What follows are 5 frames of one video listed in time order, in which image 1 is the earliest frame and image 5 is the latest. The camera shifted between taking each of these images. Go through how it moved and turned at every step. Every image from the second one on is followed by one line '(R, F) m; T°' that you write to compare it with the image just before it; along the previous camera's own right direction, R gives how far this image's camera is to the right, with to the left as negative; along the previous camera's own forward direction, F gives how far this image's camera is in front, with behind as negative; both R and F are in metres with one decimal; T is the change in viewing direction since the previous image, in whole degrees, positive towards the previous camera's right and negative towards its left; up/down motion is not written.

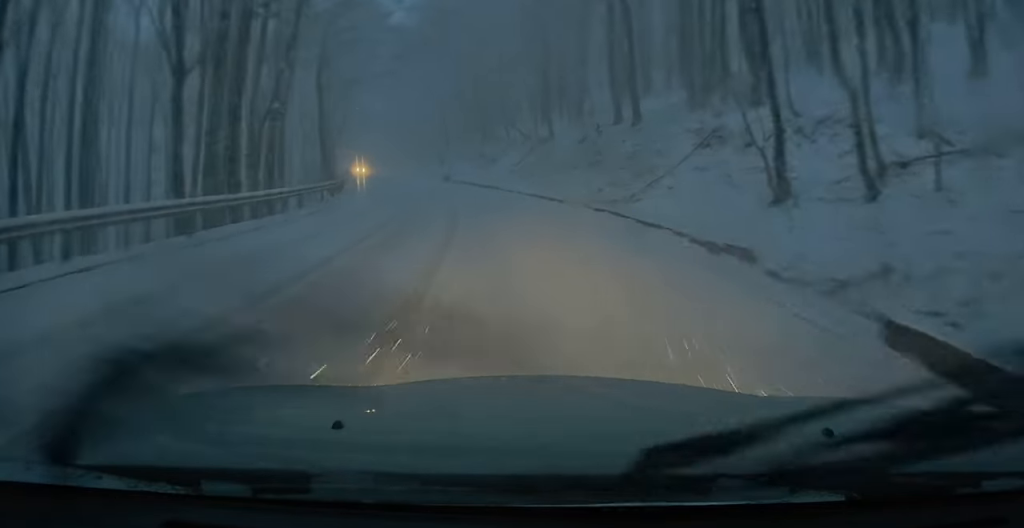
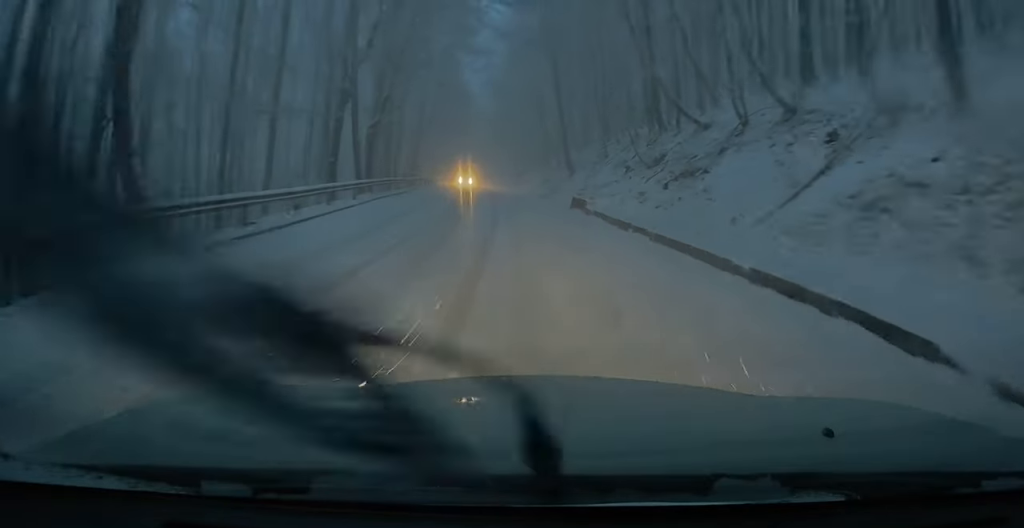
(-3.8, +26.2) m; -11°
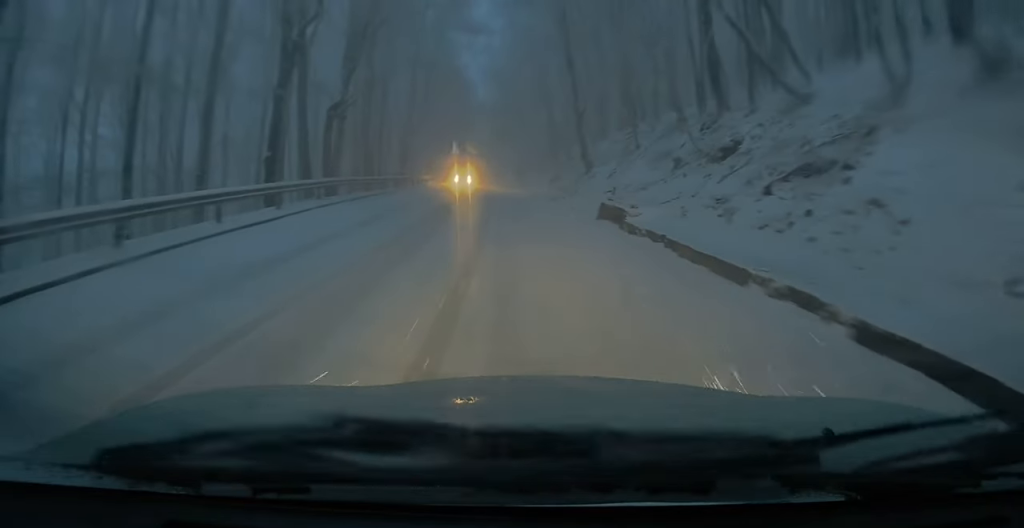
(-0.4, +7.4) m; -3°
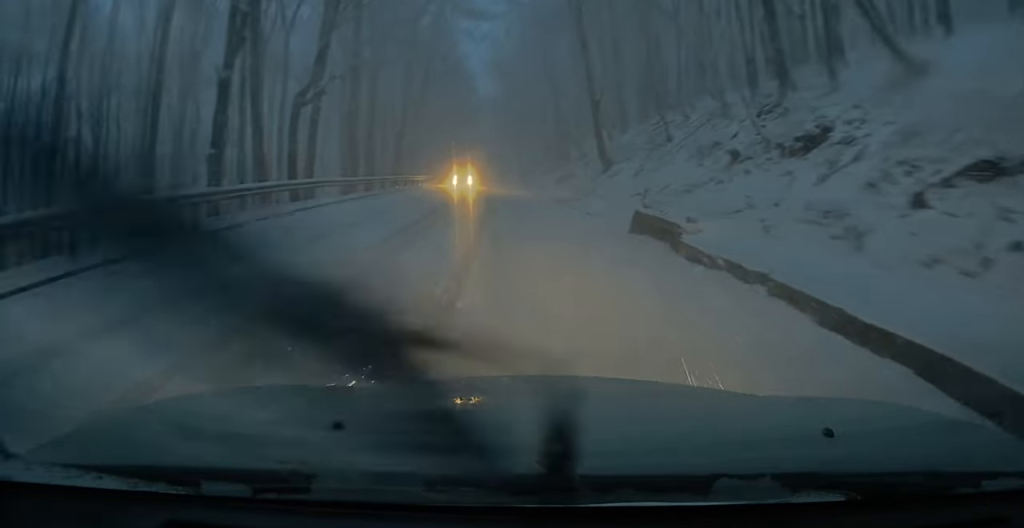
(-0.3, +4.4) m; 0°
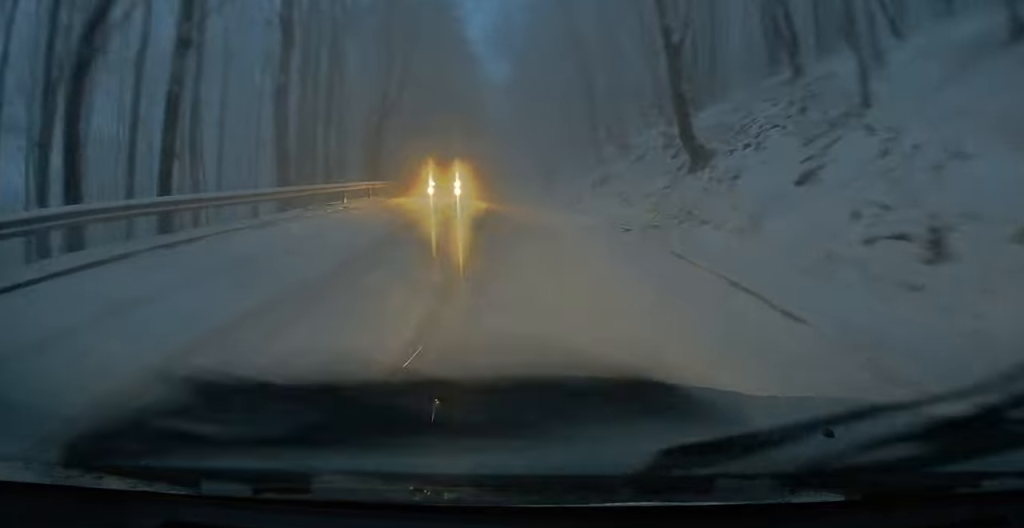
(+0.5, +11.4) m; -4°
